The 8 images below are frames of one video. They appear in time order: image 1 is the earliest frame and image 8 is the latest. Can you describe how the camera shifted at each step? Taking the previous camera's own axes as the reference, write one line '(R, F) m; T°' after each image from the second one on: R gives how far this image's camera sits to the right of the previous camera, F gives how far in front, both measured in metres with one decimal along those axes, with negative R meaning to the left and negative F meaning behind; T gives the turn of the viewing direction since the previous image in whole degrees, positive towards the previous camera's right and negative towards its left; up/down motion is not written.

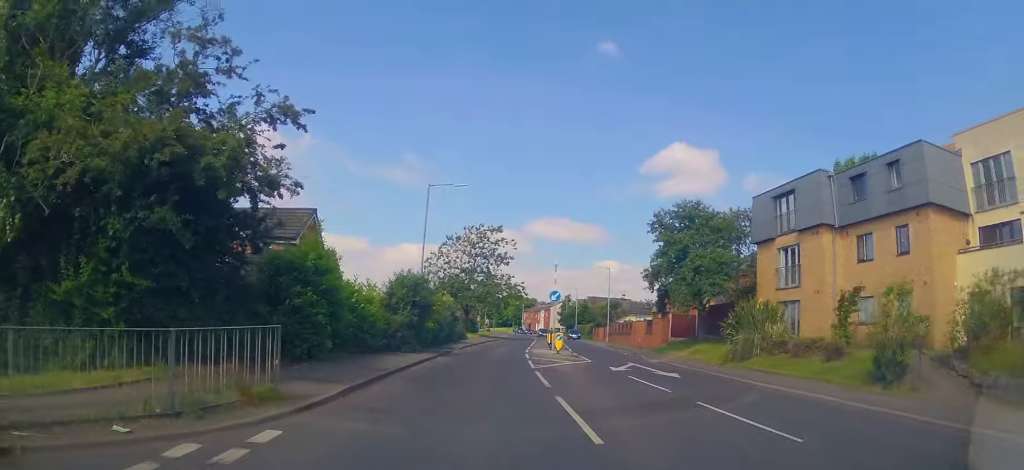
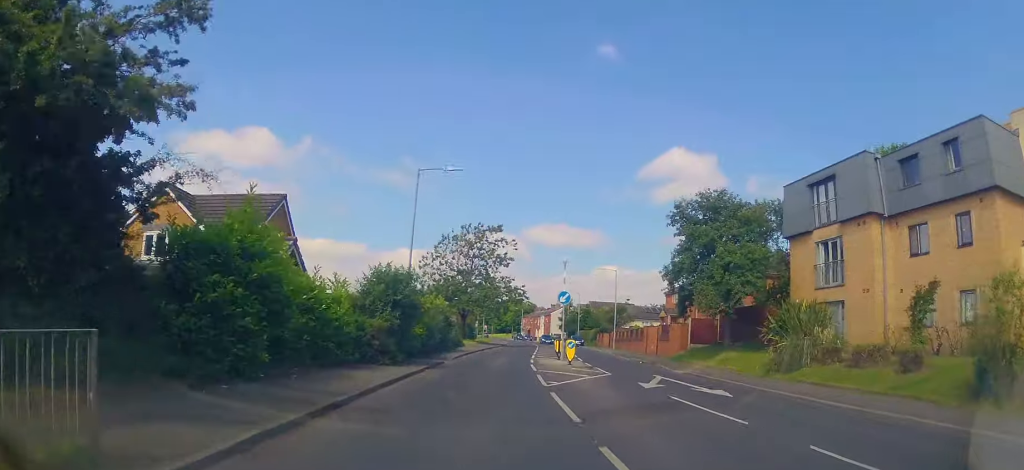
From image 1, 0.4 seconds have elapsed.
(0.0, +4.1) m; 0°
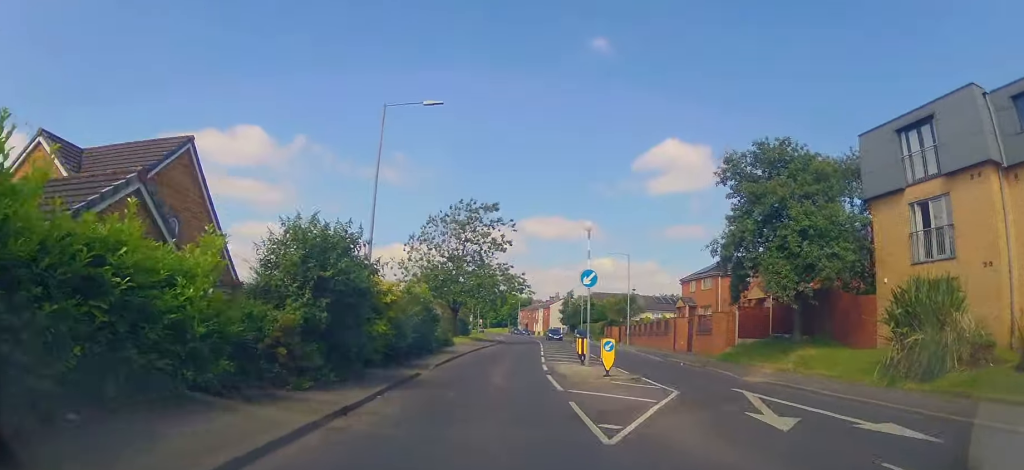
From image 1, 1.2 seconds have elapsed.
(0.0, +7.6) m; 0°
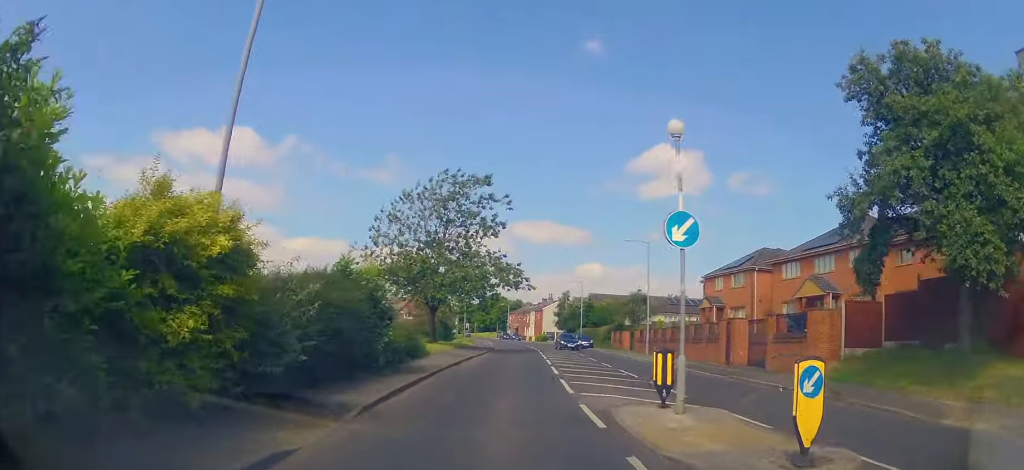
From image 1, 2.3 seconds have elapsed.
(0.0, +10.0) m; 0°
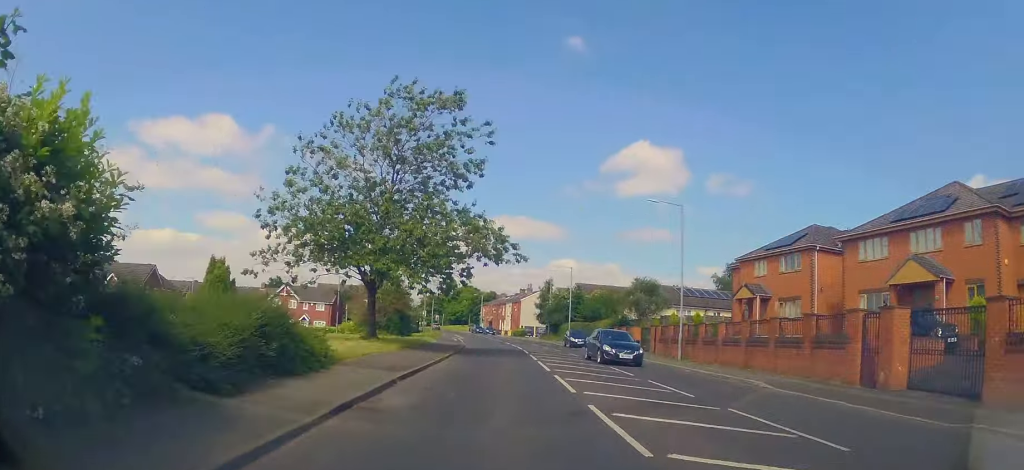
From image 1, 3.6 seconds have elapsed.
(0.0, +12.3) m; 0°
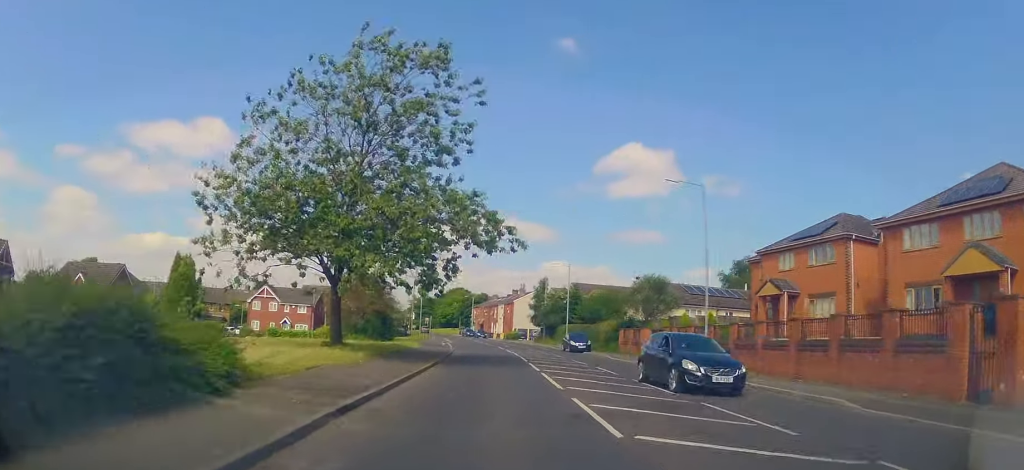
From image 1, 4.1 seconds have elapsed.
(0.0, +4.6) m; 0°
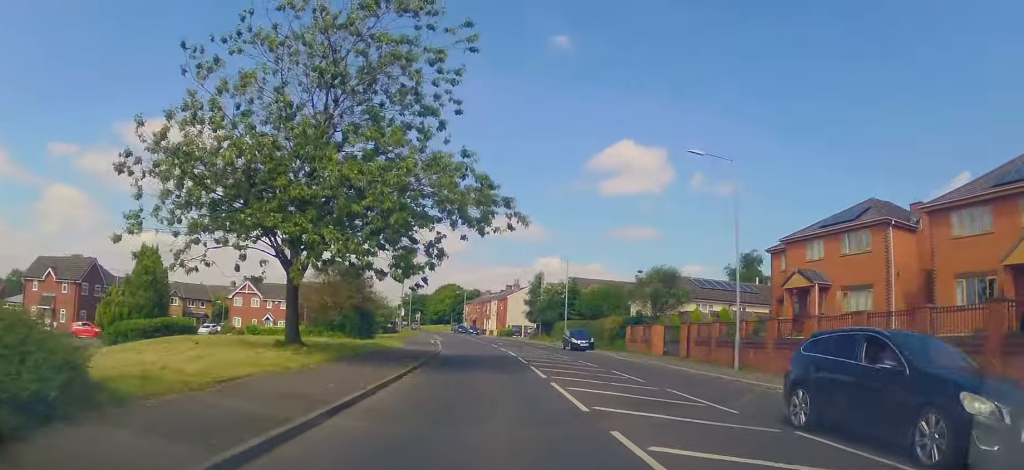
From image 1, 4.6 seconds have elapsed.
(0.0, +4.1) m; +1°
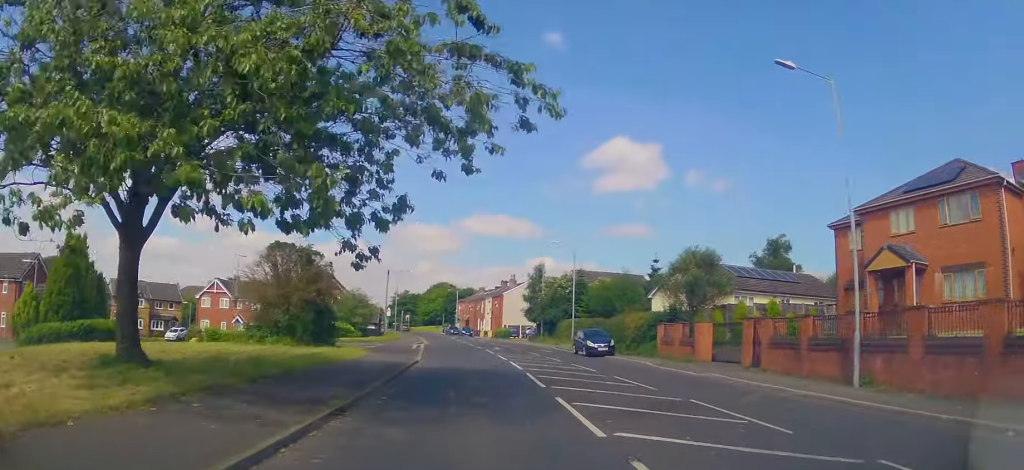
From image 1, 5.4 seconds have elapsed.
(+0.1, +8.1) m; +2°
